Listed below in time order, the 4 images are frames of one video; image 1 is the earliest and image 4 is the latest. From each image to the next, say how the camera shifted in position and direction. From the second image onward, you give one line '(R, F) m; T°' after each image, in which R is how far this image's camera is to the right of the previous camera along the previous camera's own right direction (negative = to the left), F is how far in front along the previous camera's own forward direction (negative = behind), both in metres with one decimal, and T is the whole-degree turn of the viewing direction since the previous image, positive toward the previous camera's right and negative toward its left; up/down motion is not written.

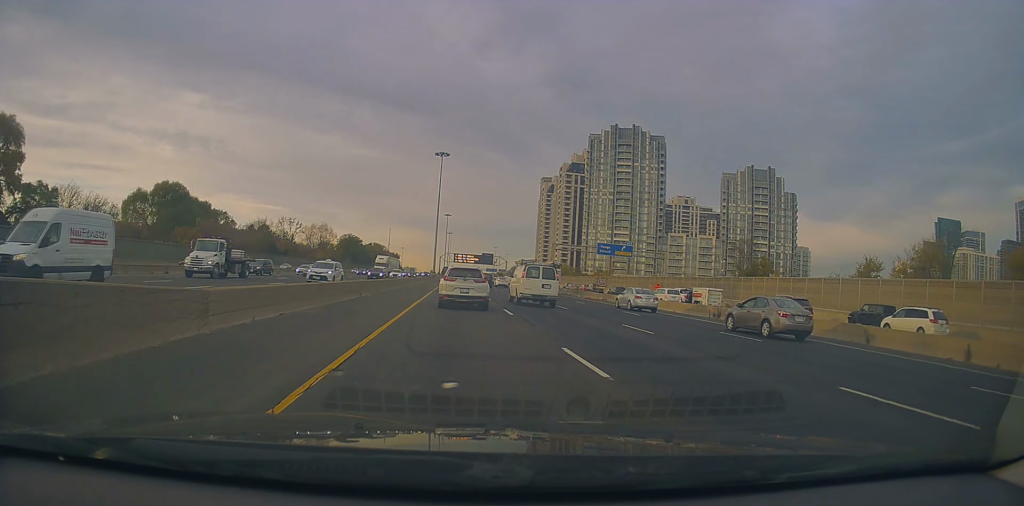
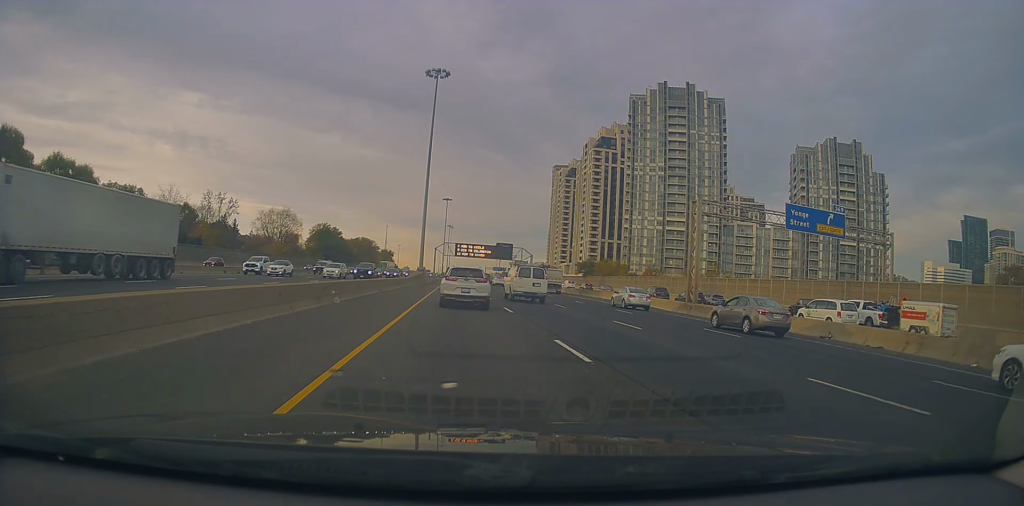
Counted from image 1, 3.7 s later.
(+1.5, +57.5) m; 0°
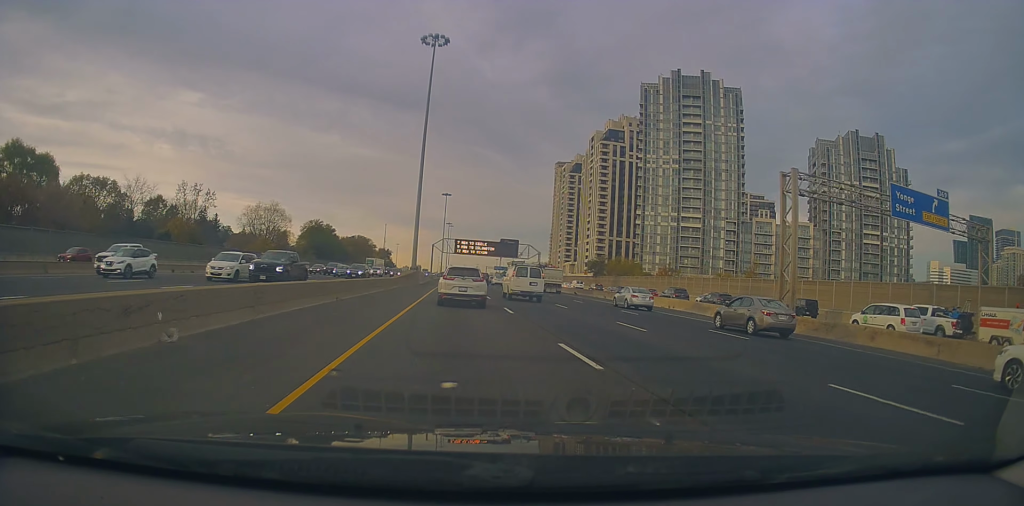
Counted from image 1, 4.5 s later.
(-0.4, +12.6) m; 0°
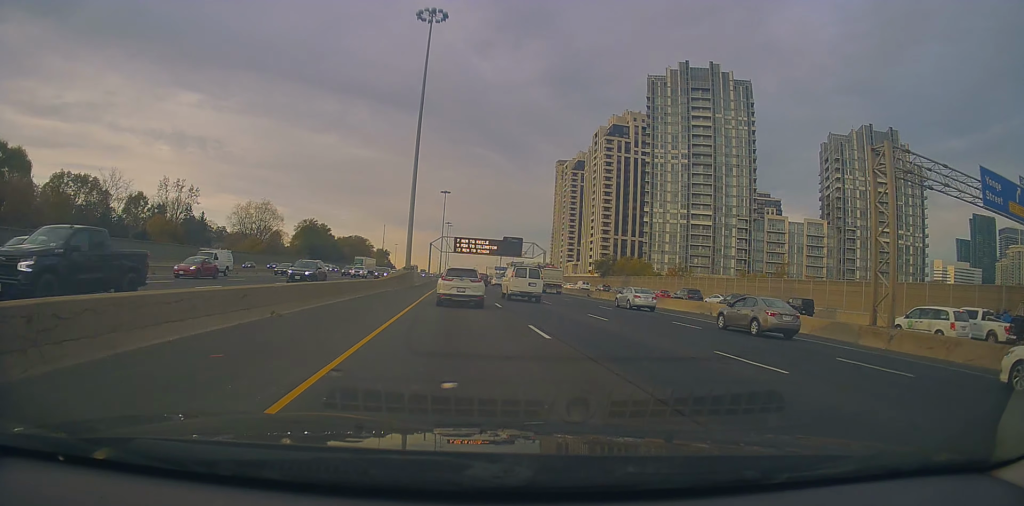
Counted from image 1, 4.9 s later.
(+0.2, +7.7) m; +1°
